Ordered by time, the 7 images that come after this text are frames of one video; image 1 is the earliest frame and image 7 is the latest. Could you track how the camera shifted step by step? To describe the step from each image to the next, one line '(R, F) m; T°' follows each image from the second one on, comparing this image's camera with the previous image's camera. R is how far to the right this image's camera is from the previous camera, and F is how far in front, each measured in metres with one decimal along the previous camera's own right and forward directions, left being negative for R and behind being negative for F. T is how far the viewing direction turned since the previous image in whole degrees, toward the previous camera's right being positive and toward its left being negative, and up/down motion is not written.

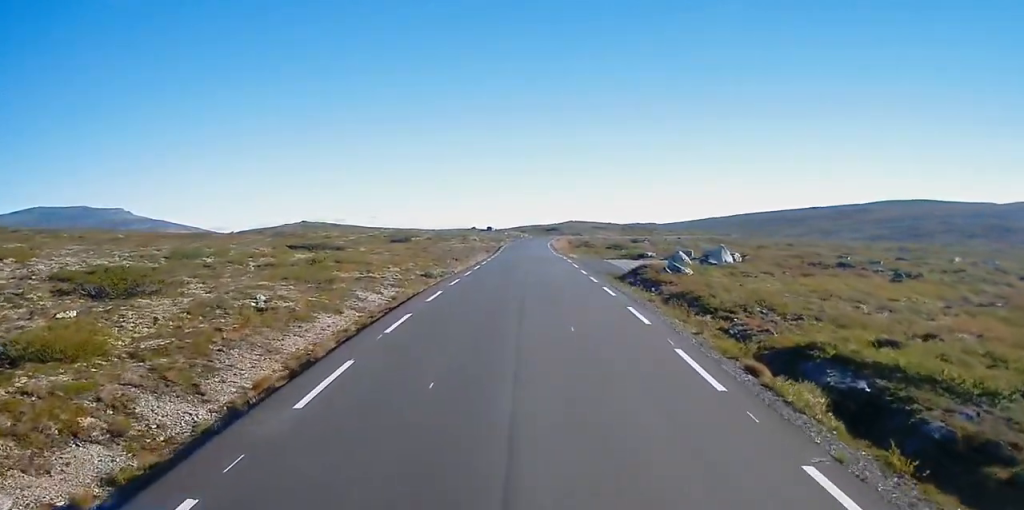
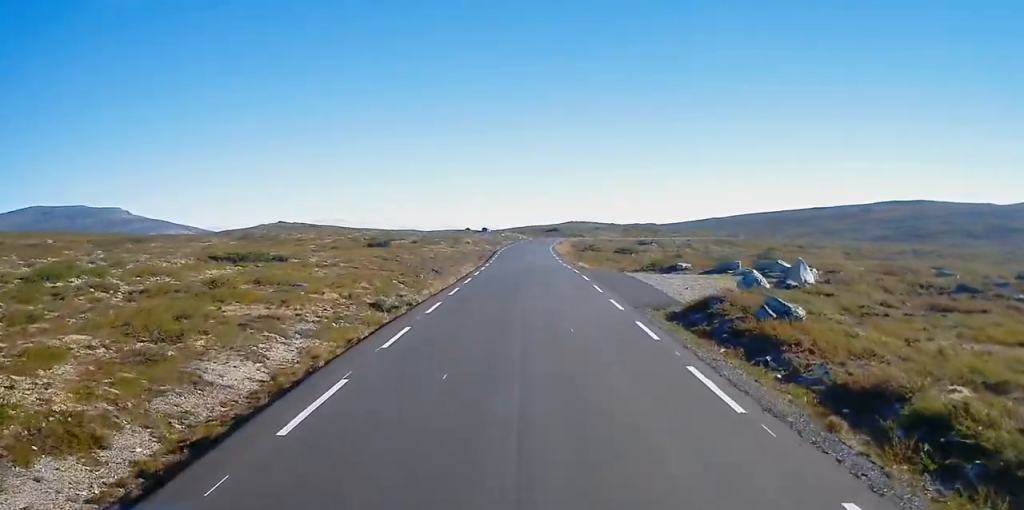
(-0.2, +13.0) m; +1°
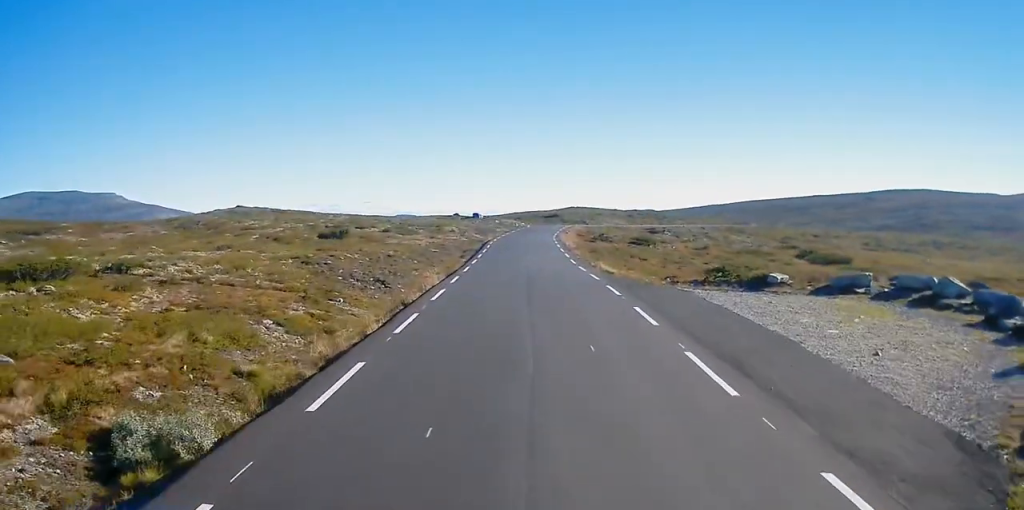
(+0.6, +17.3) m; +1°
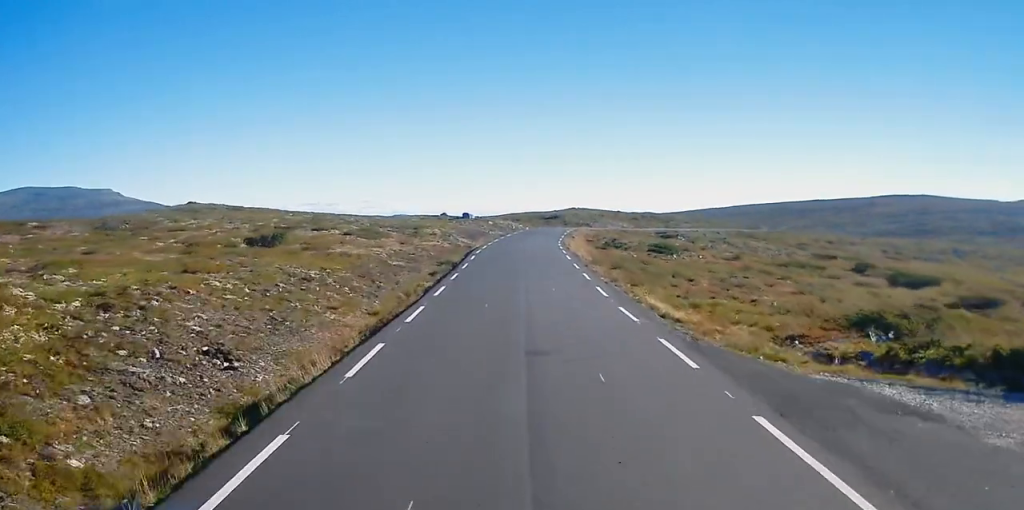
(-0.5, +16.0) m; 0°
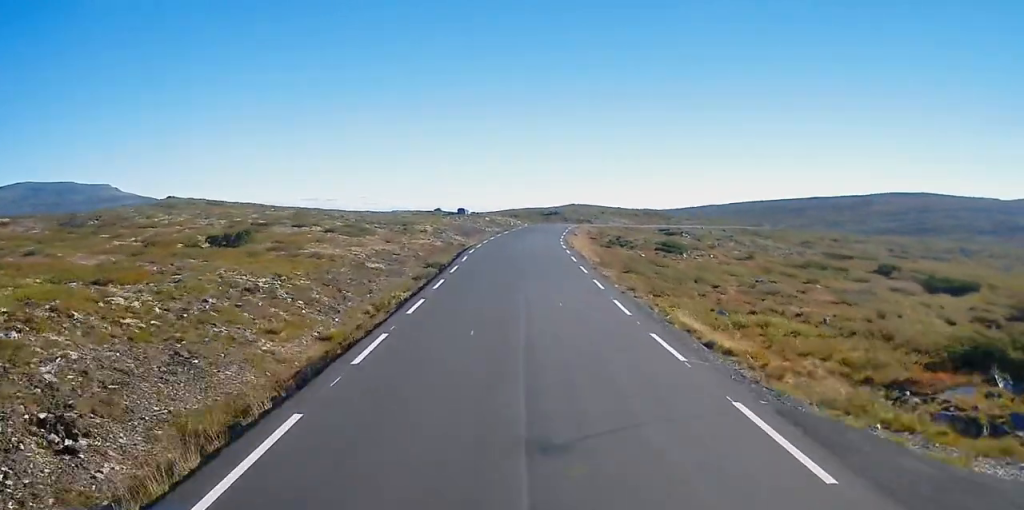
(+0.1, +5.3) m; +1°
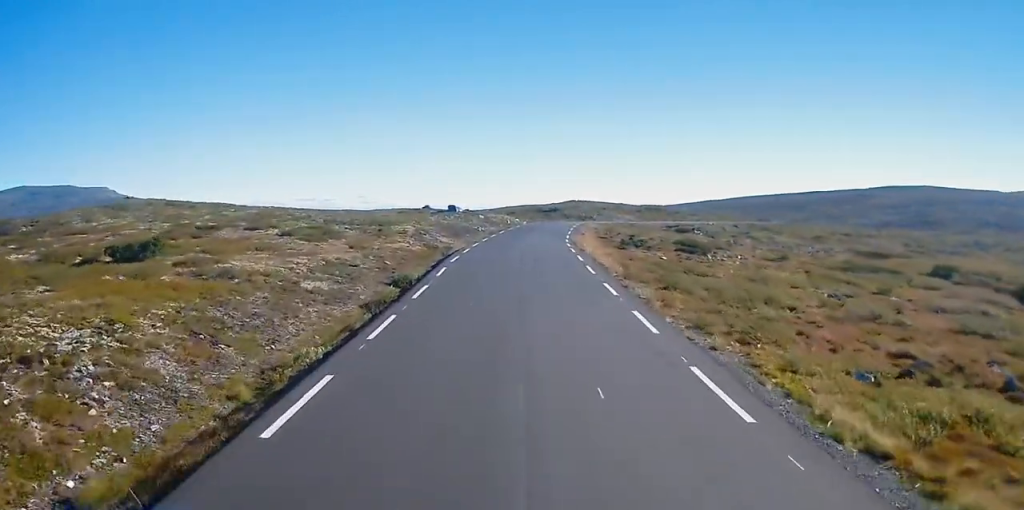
(+0.1, +10.0) m; +1°
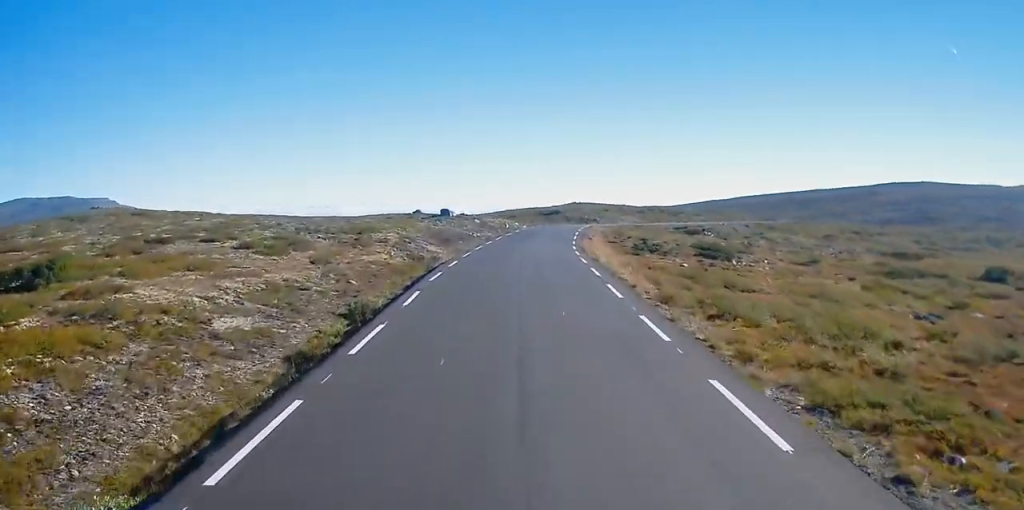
(0.0, +7.3) m; 0°
